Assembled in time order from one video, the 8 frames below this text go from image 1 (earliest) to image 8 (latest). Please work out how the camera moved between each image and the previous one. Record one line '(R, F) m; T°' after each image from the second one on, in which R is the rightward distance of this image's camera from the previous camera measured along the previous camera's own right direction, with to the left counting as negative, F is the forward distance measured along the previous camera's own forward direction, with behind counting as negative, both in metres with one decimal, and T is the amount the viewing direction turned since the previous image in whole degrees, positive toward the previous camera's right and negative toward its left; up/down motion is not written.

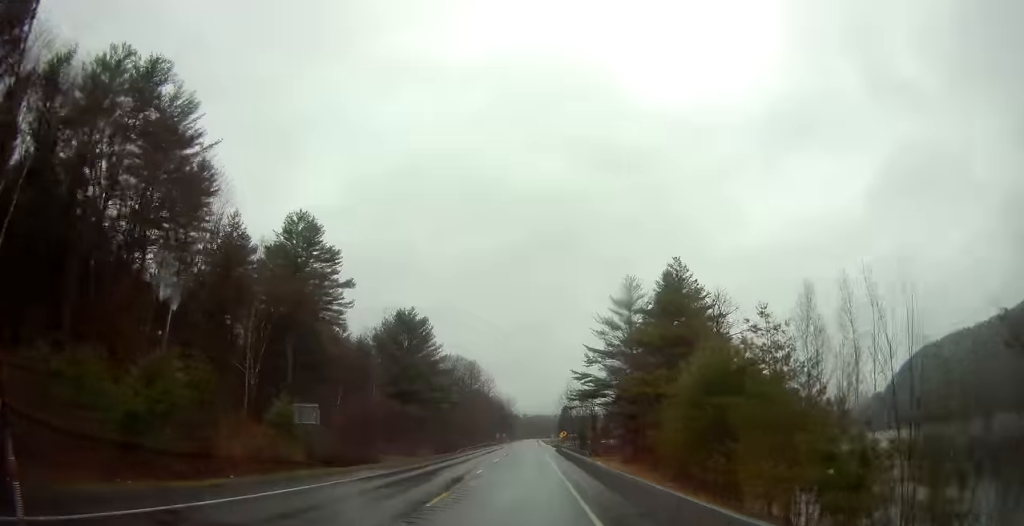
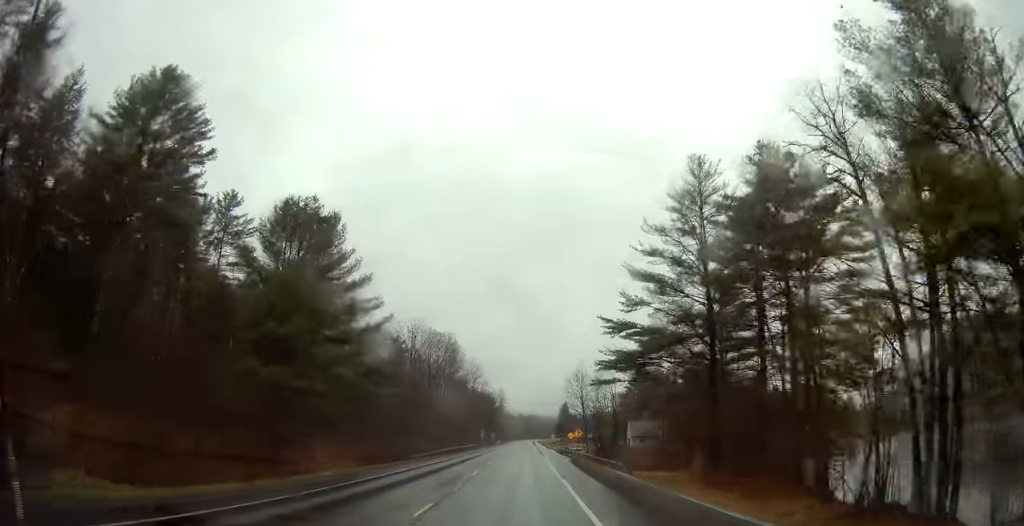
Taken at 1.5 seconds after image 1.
(+0.4, +38.5) m; 0°
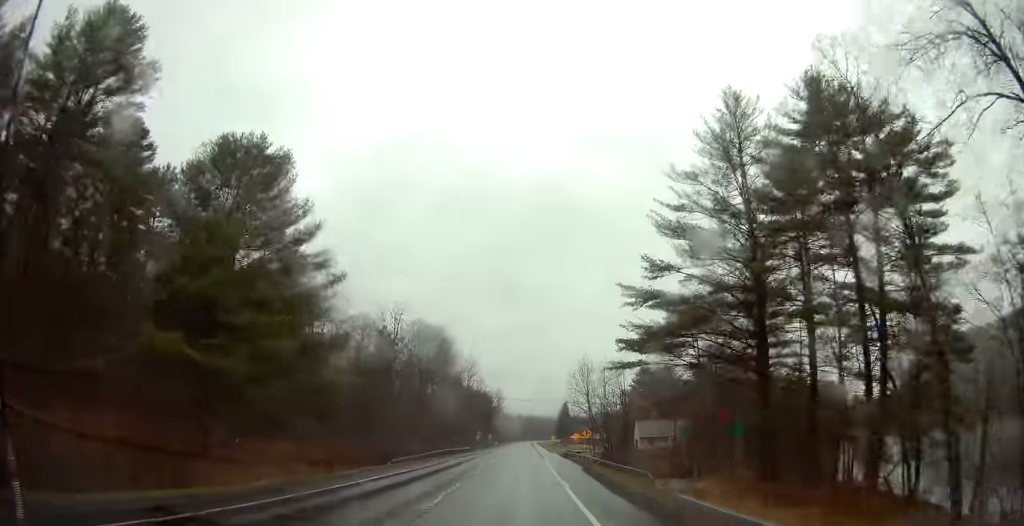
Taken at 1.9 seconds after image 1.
(-0.2, +10.5) m; 0°
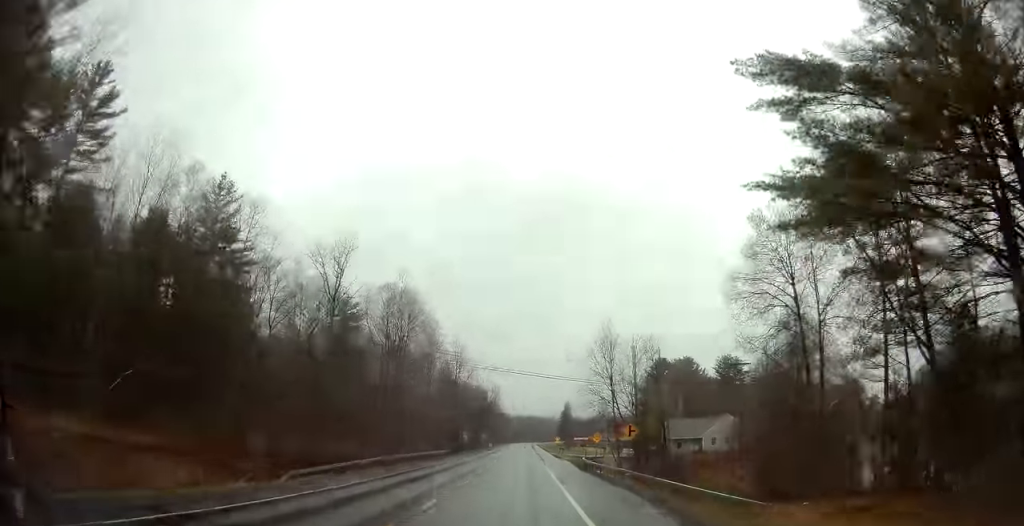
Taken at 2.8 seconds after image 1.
(-0.2, +23.6) m; 0°
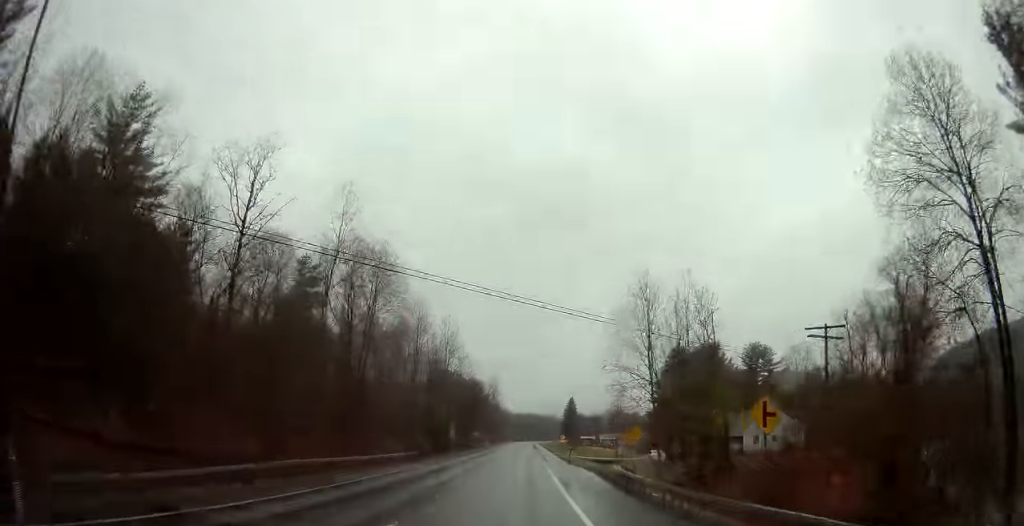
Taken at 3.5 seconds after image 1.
(+0.3, +18.3) m; +1°
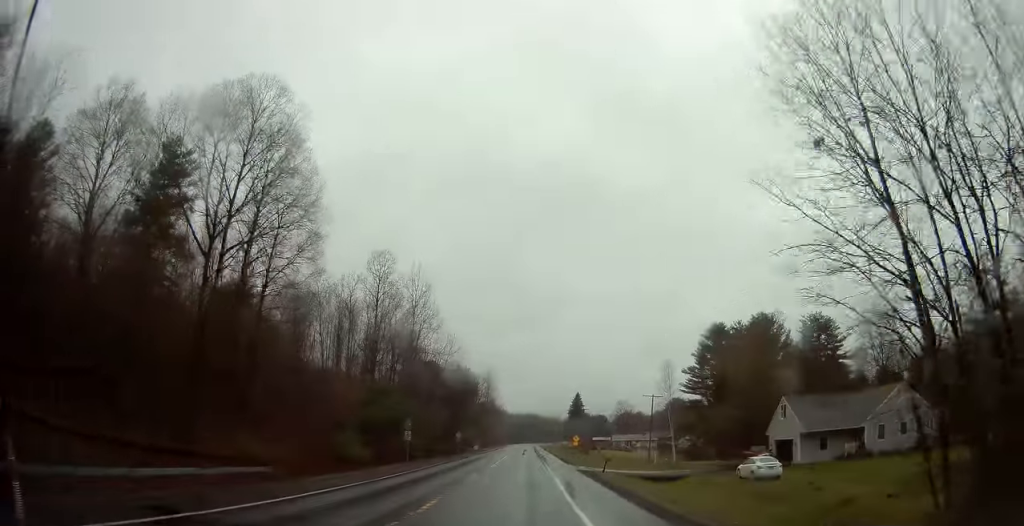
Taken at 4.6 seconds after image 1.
(-0.2, +30.6) m; -1°
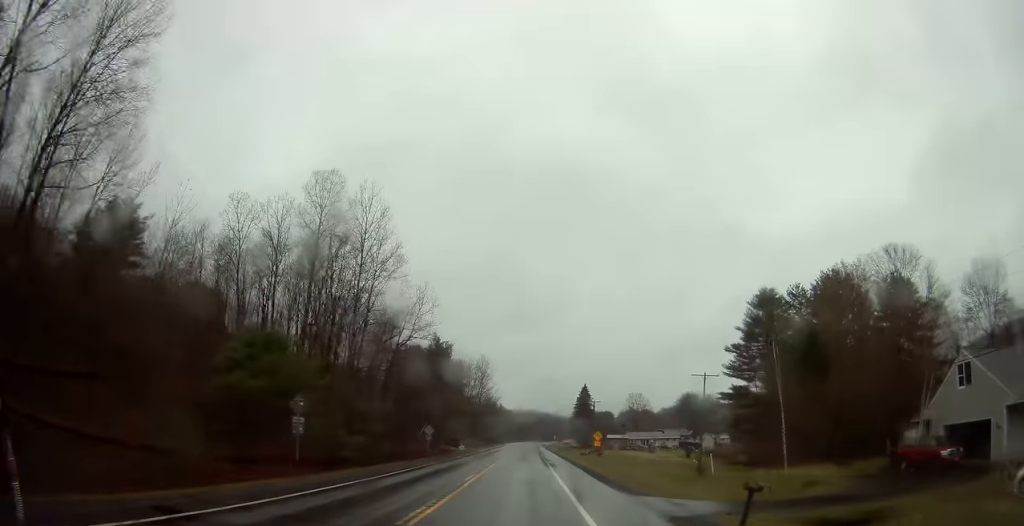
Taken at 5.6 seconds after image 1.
(-0.2, +25.4) m; 0°
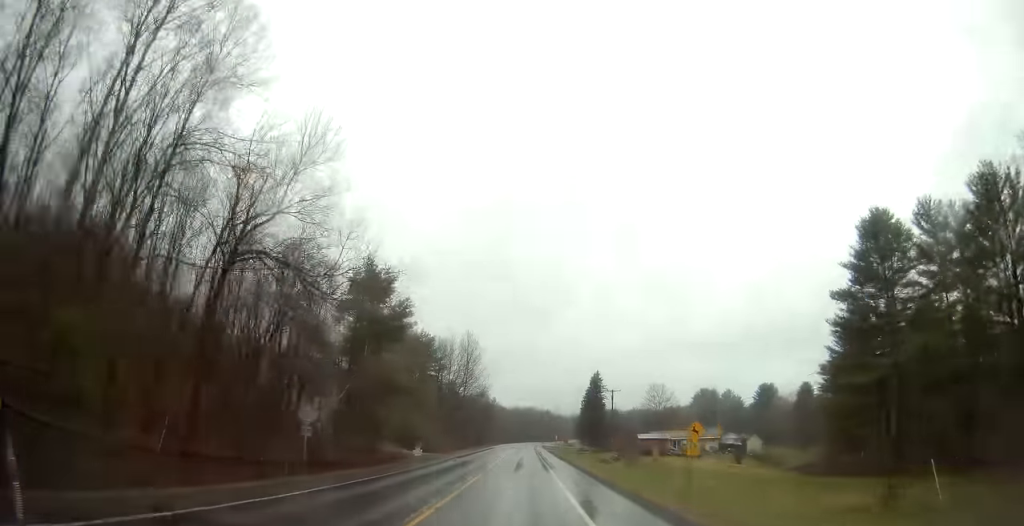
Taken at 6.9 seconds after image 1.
(+0.4, +34.1) m; +1°
